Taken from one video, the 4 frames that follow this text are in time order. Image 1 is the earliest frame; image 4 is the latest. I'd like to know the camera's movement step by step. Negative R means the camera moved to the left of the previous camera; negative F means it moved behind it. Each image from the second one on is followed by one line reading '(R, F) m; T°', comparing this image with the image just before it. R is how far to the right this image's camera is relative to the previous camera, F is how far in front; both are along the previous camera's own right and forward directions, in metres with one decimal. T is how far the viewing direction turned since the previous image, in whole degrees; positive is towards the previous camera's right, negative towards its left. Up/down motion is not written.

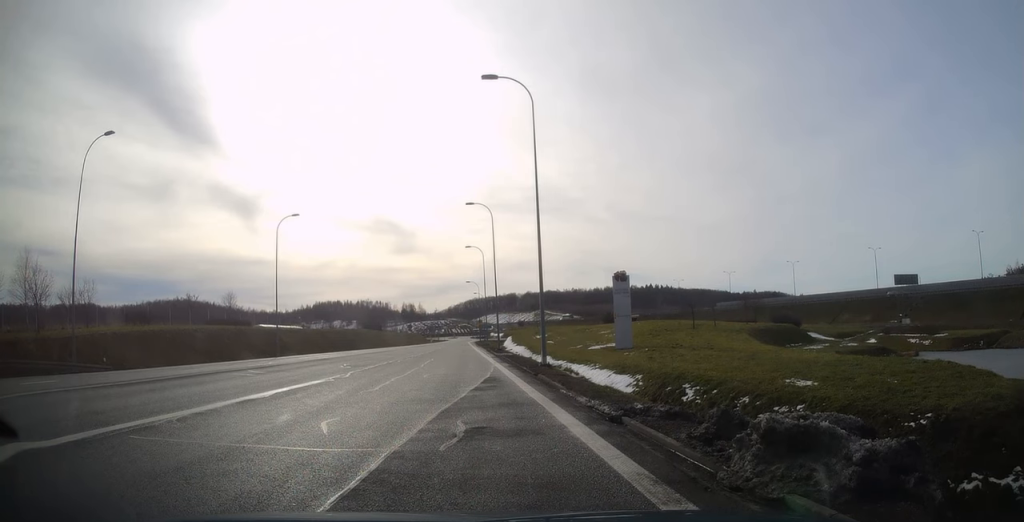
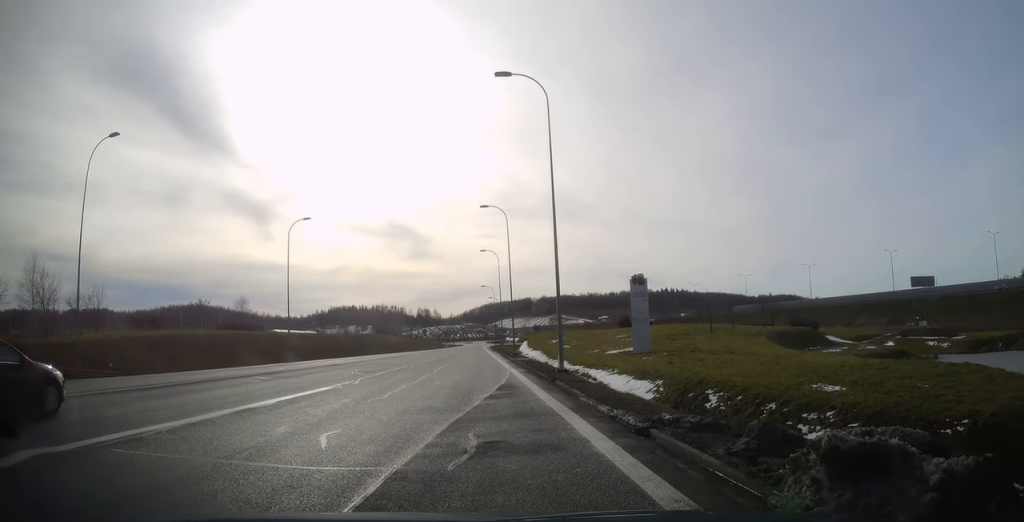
(-0.1, +0.3) m; 0°
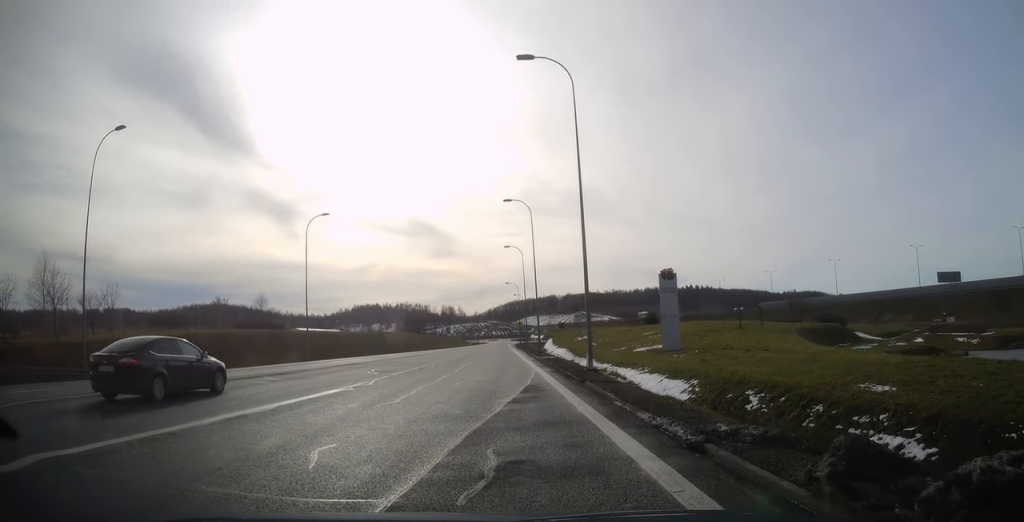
(-0.1, +0.9) m; -5°
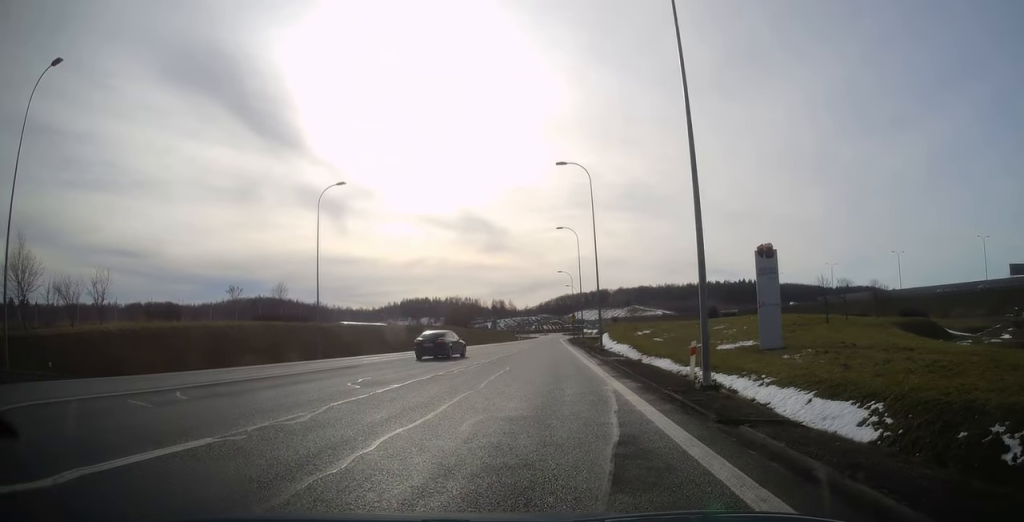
(-0.6, +7.8) m; -5°
